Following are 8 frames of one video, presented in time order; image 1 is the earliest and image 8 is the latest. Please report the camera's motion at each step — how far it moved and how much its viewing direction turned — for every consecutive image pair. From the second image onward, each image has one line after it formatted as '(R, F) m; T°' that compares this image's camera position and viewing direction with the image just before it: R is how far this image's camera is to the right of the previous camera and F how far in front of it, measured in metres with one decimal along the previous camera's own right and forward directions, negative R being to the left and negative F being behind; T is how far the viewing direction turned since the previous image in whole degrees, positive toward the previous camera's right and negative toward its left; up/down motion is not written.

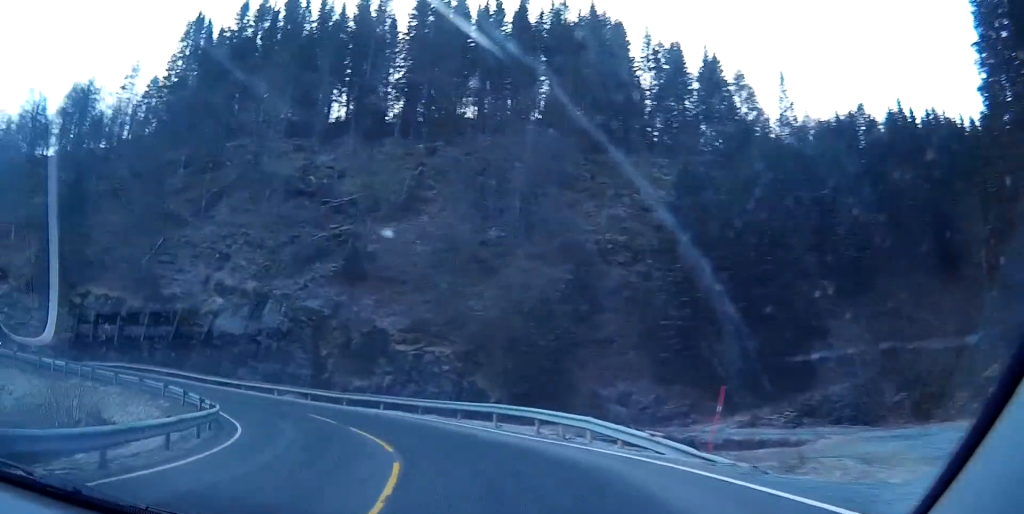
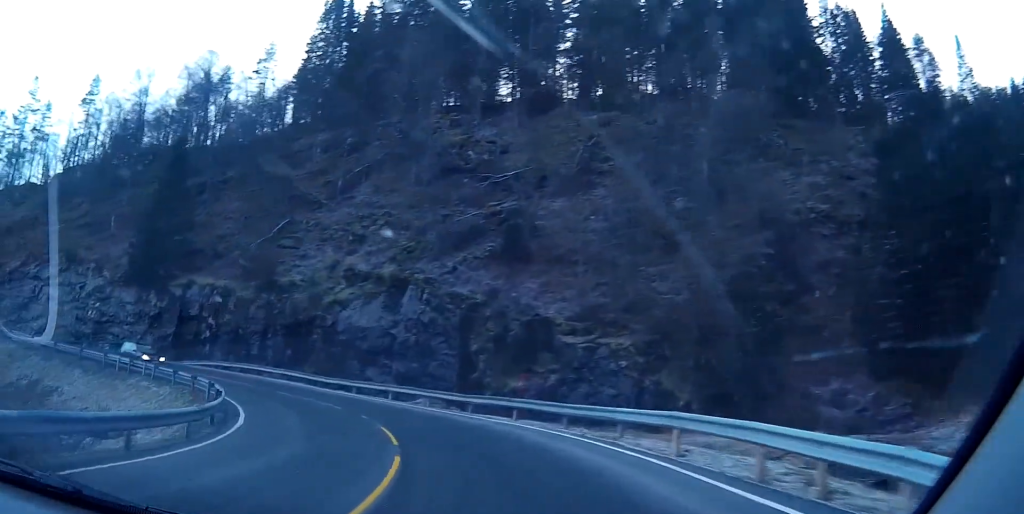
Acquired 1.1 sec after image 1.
(-1.0, +12.4) m; -12°
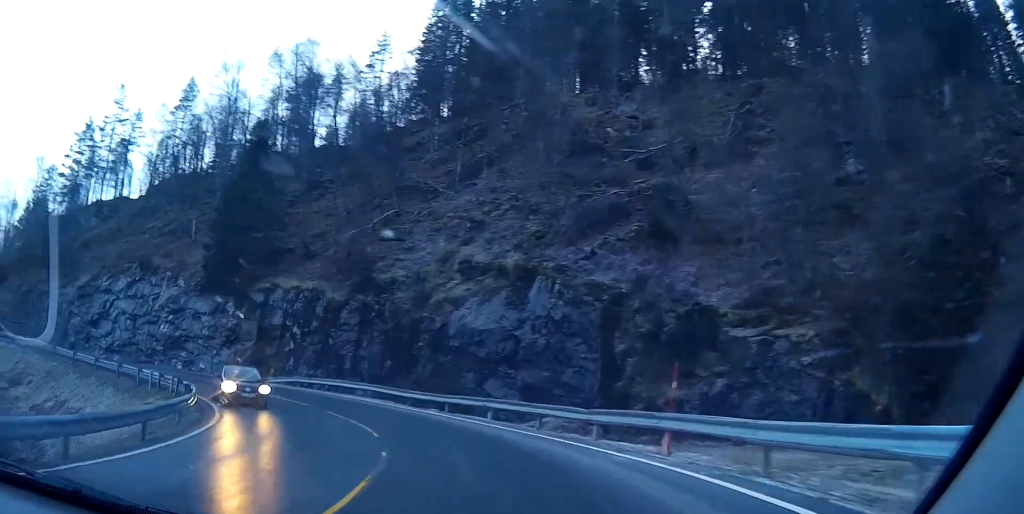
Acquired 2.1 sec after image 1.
(-1.4, +11.1) m; -14°
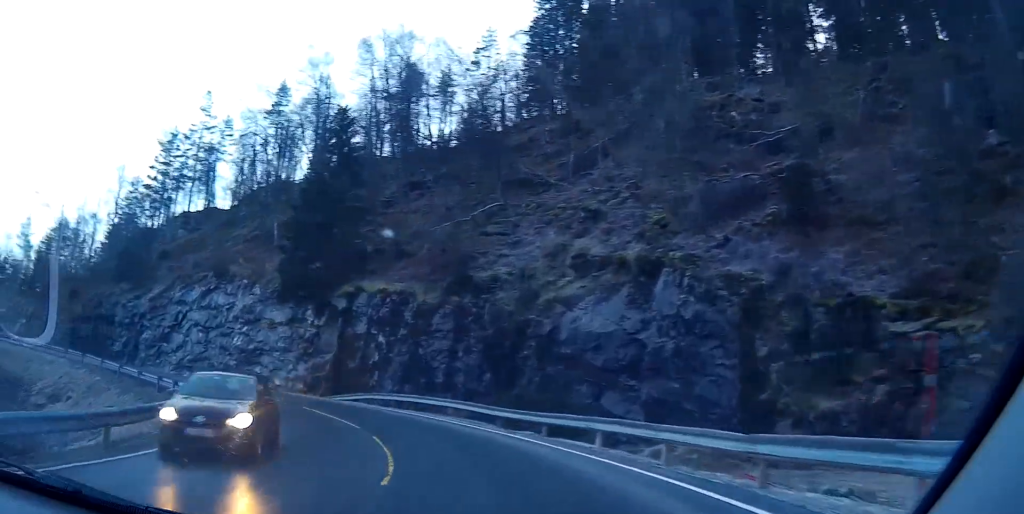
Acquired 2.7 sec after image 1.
(-0.6, +7.2) m; -9°
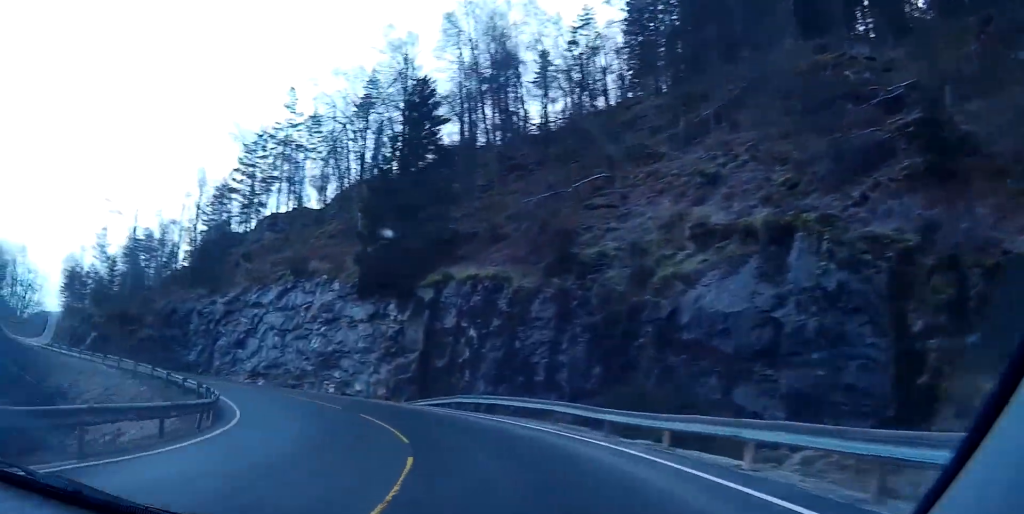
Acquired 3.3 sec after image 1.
(-0.1, +6.2) m; -8°
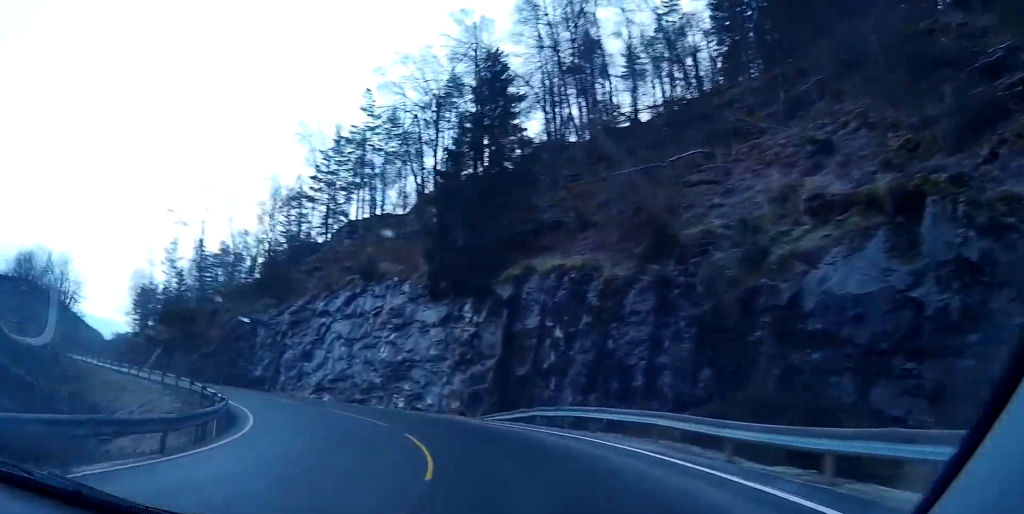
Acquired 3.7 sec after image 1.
(-0.5, +5.4) m; -7°
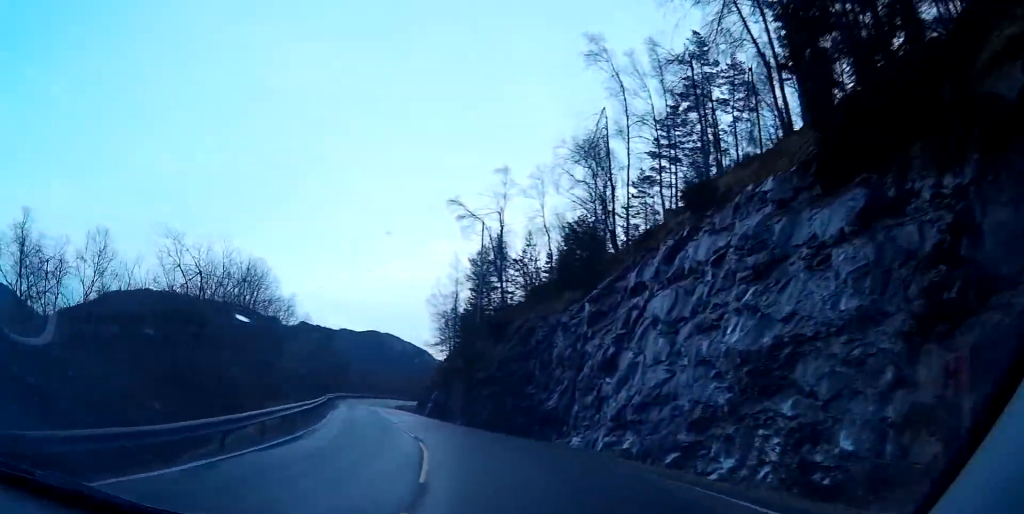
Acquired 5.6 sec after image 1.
(-6.0, +21.9) m; -29°
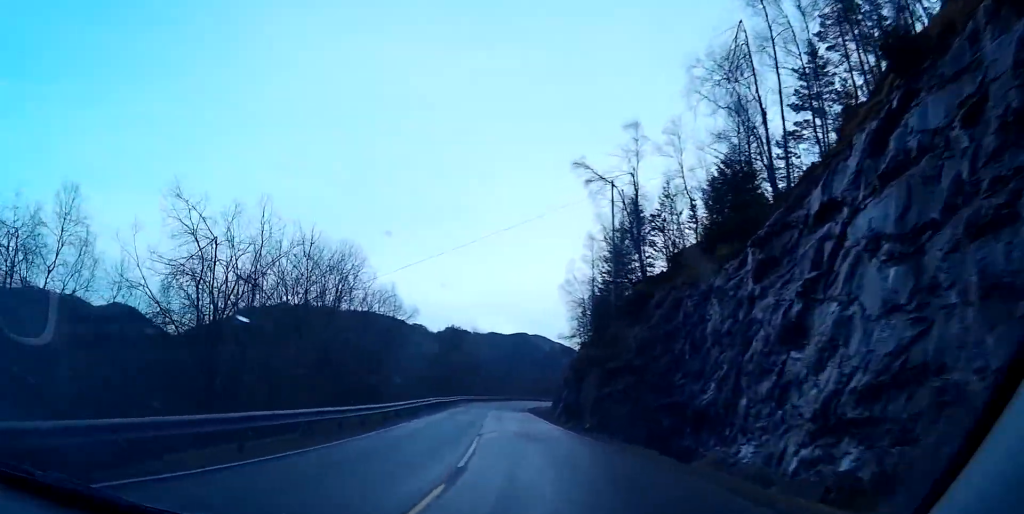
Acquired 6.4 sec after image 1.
(-0.7, +10.4) m; -11°
